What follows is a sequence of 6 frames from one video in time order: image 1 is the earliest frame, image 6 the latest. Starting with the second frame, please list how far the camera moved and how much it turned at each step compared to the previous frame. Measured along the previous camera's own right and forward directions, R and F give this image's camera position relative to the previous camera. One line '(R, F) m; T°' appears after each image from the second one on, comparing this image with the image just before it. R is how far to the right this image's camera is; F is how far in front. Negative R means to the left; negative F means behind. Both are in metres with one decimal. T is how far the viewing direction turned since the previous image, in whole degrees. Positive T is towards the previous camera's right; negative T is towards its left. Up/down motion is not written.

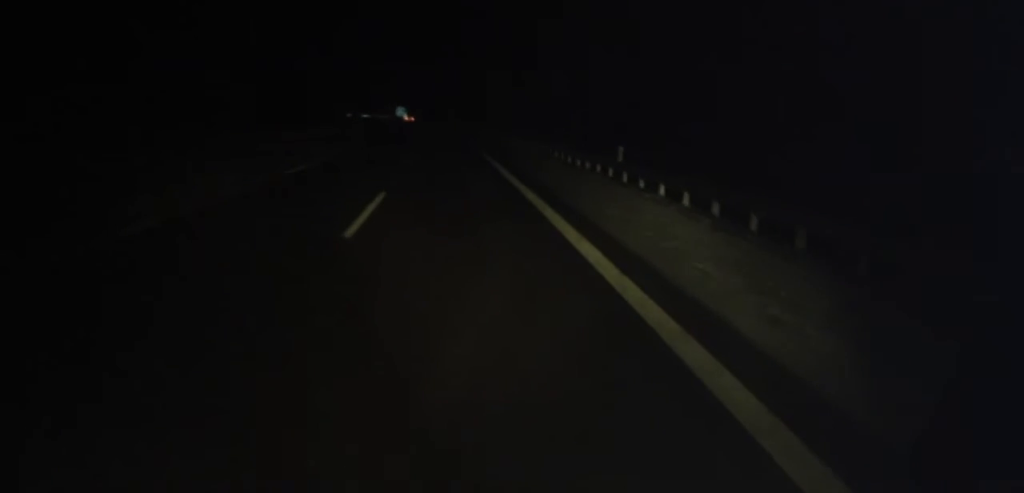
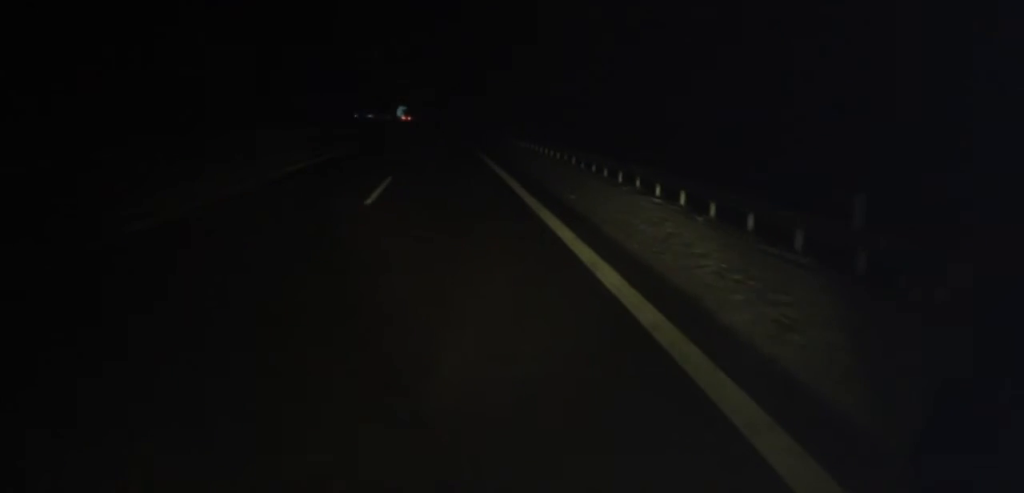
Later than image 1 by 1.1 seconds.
(0.0, +14.1) m; +1°
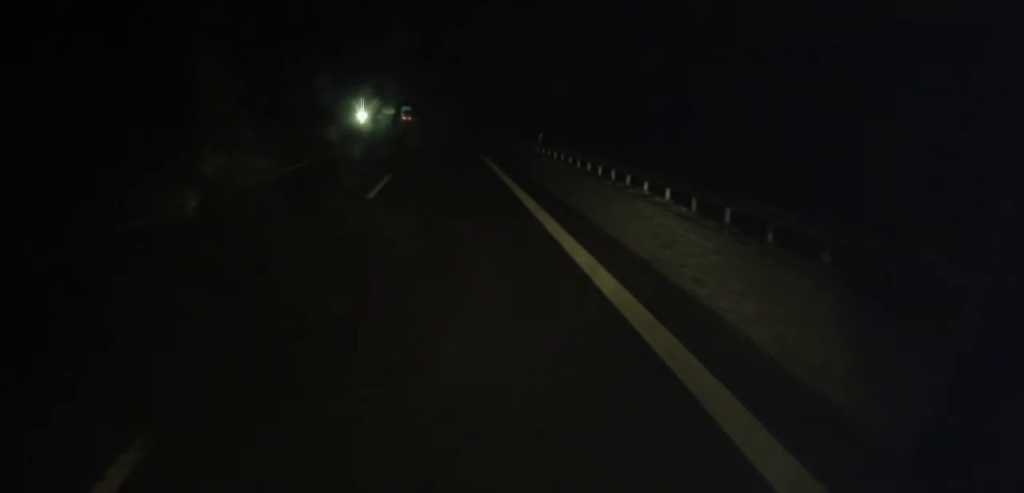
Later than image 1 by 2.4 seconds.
(+0.2, +17.0) m; 0°
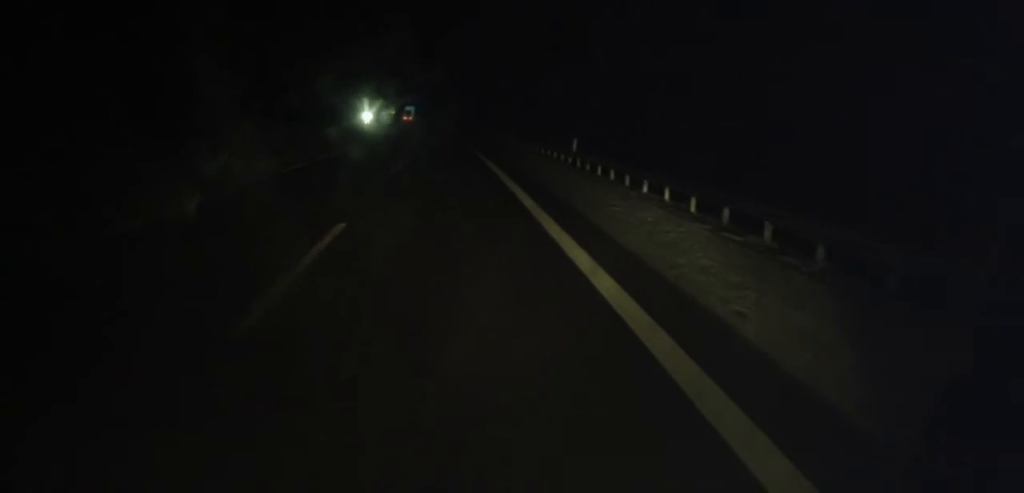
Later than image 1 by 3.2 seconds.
(-0.2, +9.8) m; -1°
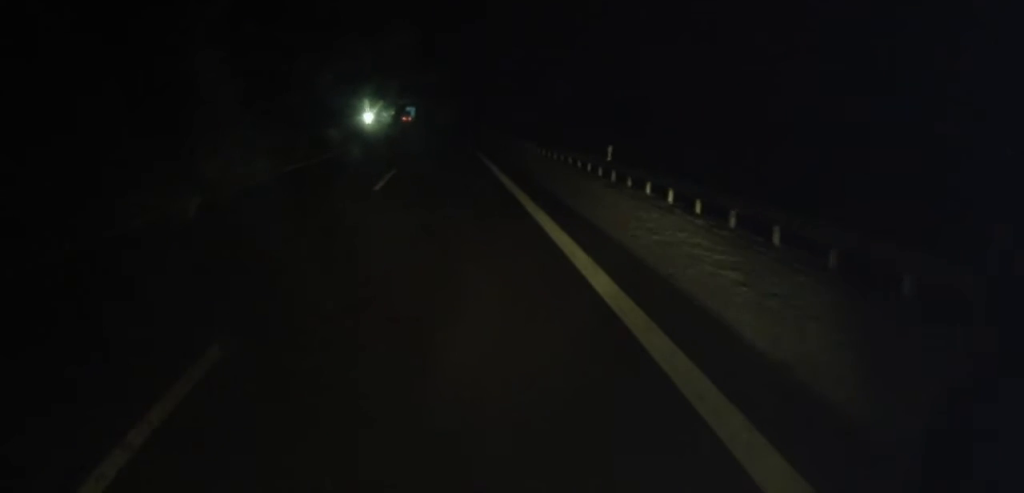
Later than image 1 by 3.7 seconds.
(-0.1, +6.5) m; 0°
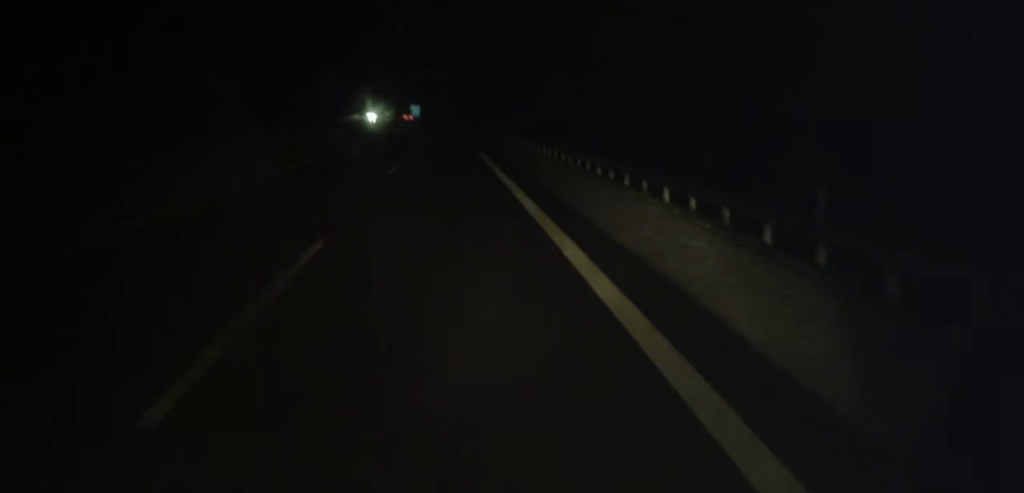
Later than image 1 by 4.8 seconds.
(+0.1, +13.8) m; +1°
